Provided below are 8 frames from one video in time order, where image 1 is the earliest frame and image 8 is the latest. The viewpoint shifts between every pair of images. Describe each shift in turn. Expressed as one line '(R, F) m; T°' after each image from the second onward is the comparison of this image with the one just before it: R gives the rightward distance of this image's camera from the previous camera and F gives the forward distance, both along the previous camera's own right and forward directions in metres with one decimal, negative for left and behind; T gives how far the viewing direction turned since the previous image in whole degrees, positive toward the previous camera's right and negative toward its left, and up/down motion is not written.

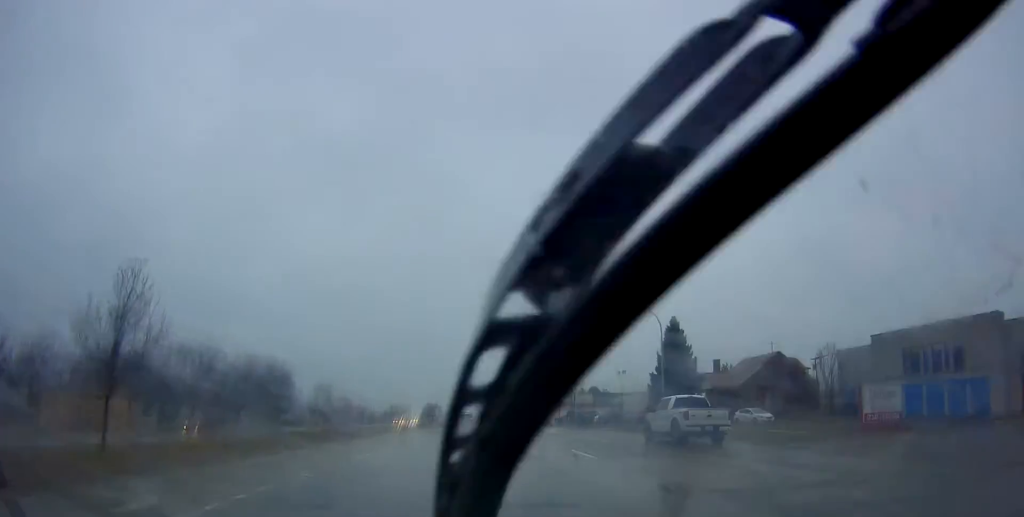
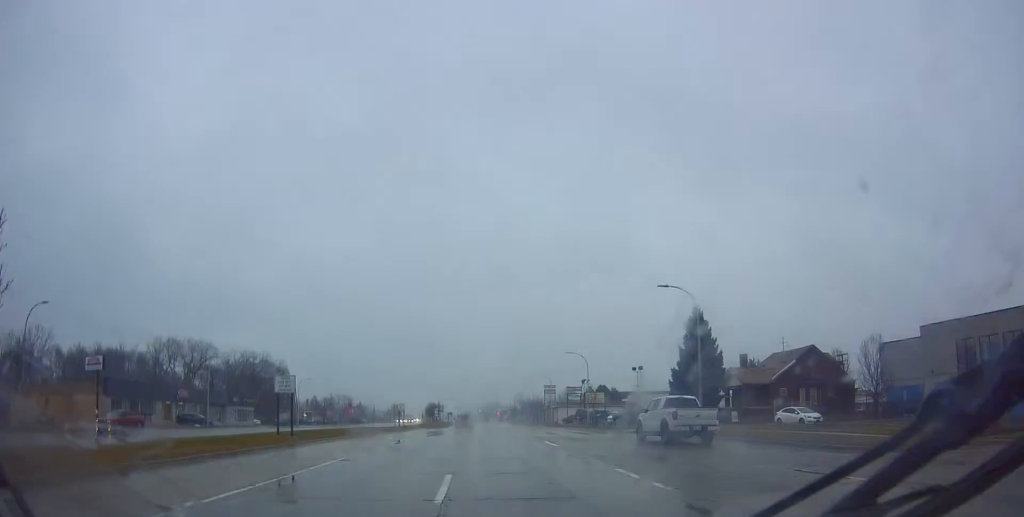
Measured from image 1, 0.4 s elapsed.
(-0.1, +7.7) m; 0°
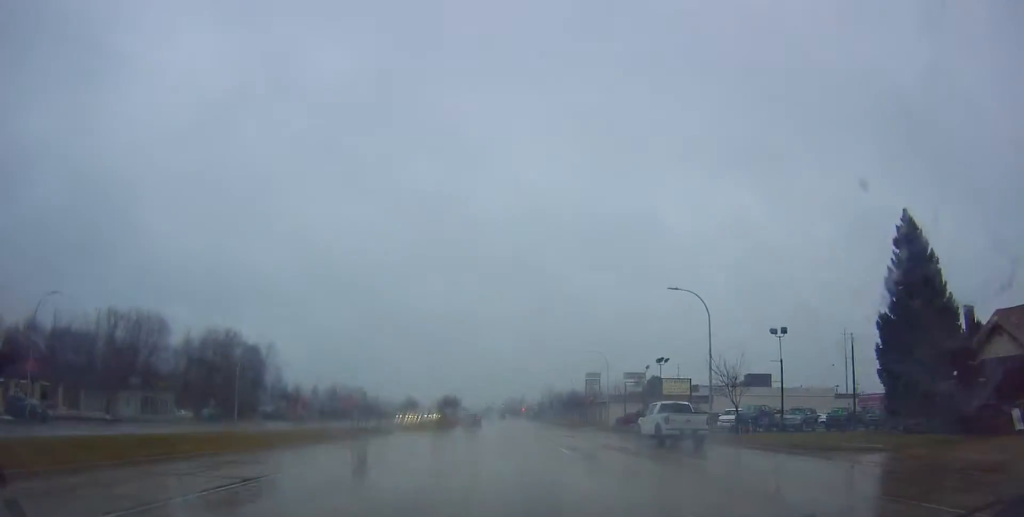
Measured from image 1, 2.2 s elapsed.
(+0.1, +36.2) m; -1°
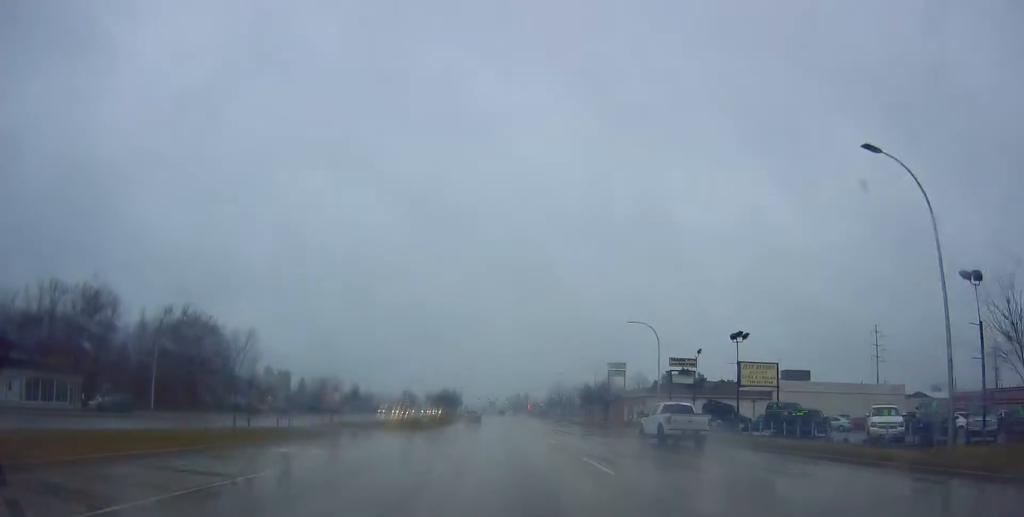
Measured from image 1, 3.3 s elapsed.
(-0.8, +21.3) m; 0°
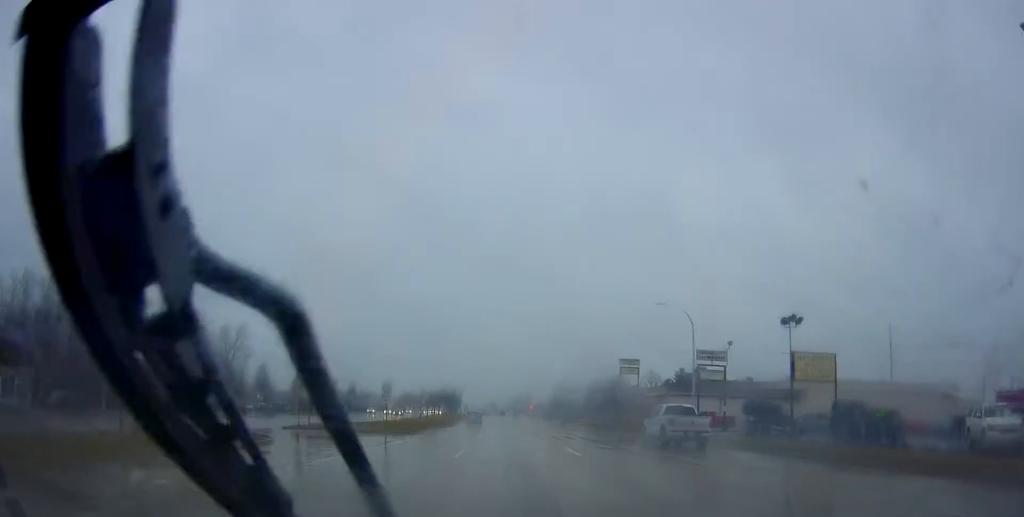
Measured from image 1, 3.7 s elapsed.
(+0.5, +8.7) m; 0°
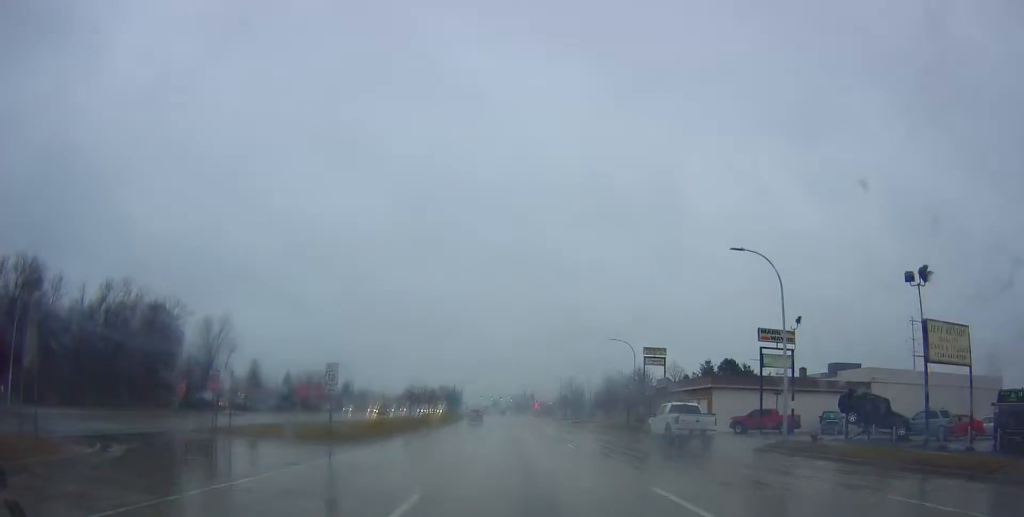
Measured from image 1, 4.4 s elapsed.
(+0.1, +13.5) m; 0°
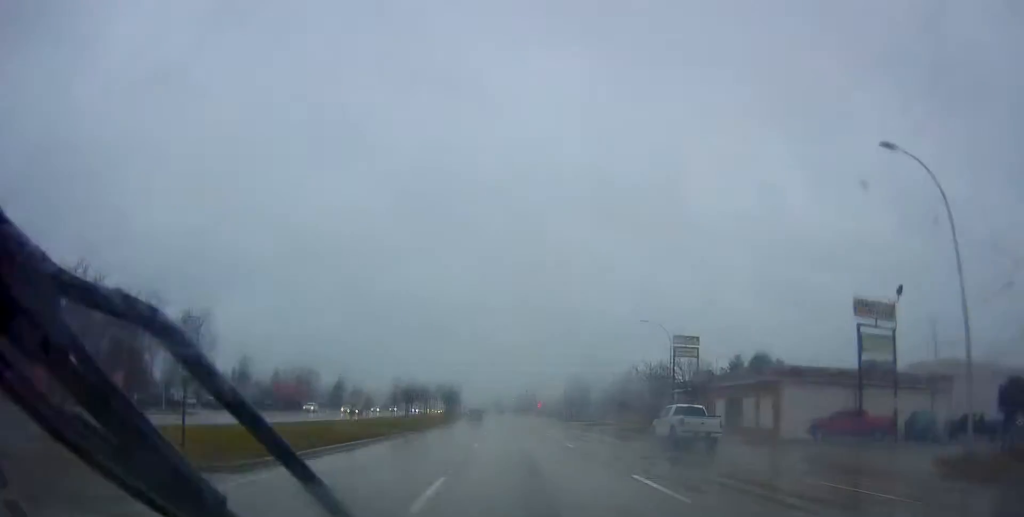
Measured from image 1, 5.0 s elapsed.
(-0.6, +12.7) m; -1°
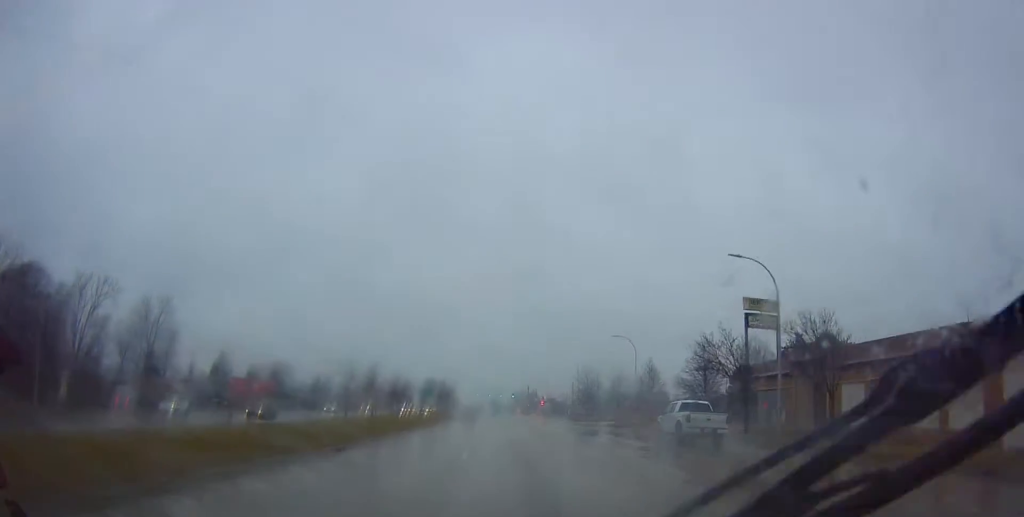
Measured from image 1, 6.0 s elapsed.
(+0.4, +20.3) m; +1°
